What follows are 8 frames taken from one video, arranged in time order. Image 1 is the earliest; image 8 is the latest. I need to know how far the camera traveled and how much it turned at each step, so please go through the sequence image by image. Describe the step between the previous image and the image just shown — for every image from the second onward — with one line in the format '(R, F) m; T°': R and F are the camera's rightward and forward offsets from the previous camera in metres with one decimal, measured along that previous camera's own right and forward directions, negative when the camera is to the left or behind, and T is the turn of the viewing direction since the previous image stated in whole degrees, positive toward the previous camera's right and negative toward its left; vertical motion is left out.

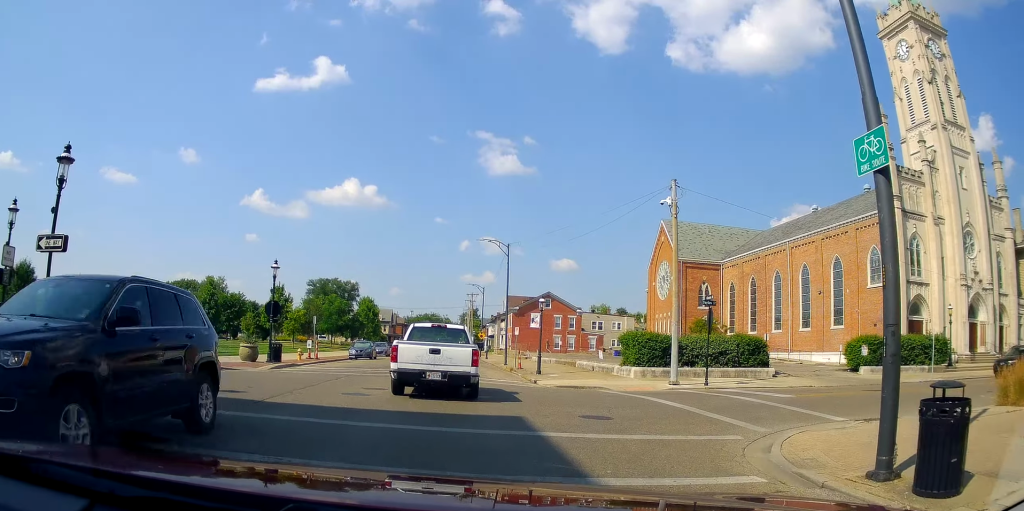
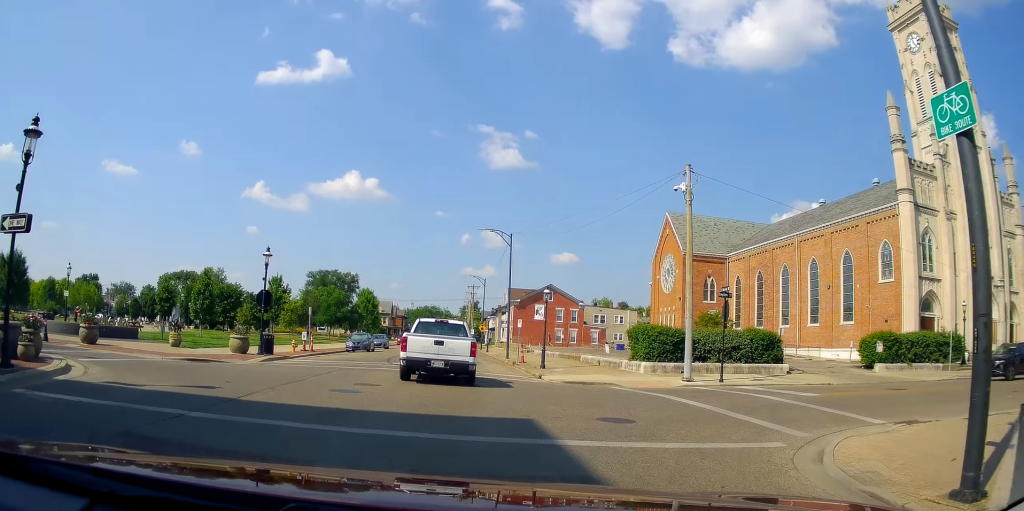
(+0.1, +1.5) m; -5°
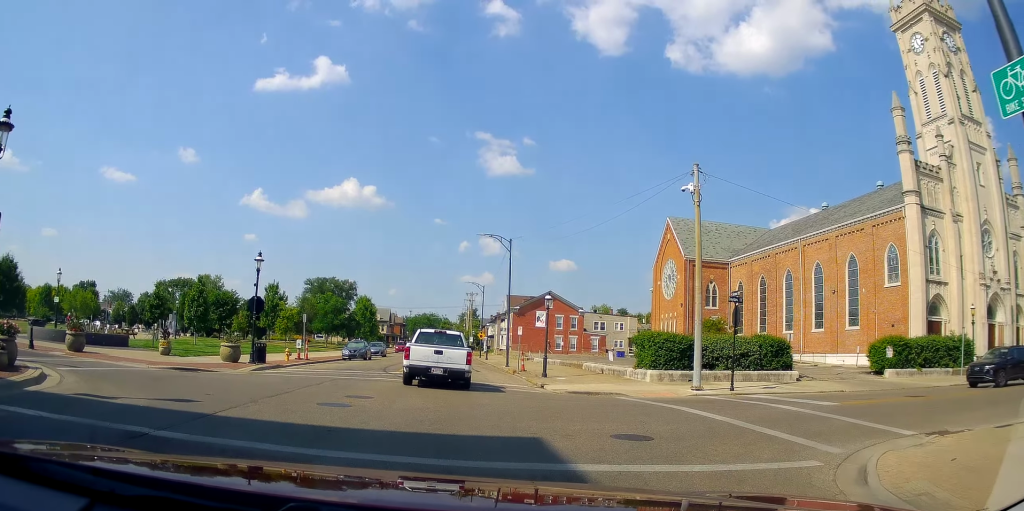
(+0.1, +1.1) m; -4°
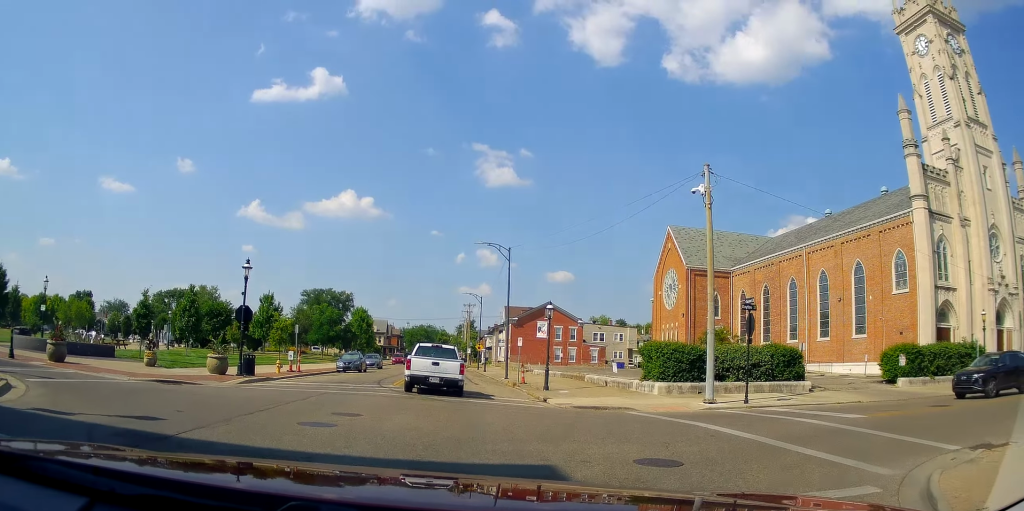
(-0.4, +1.4) m; -5°
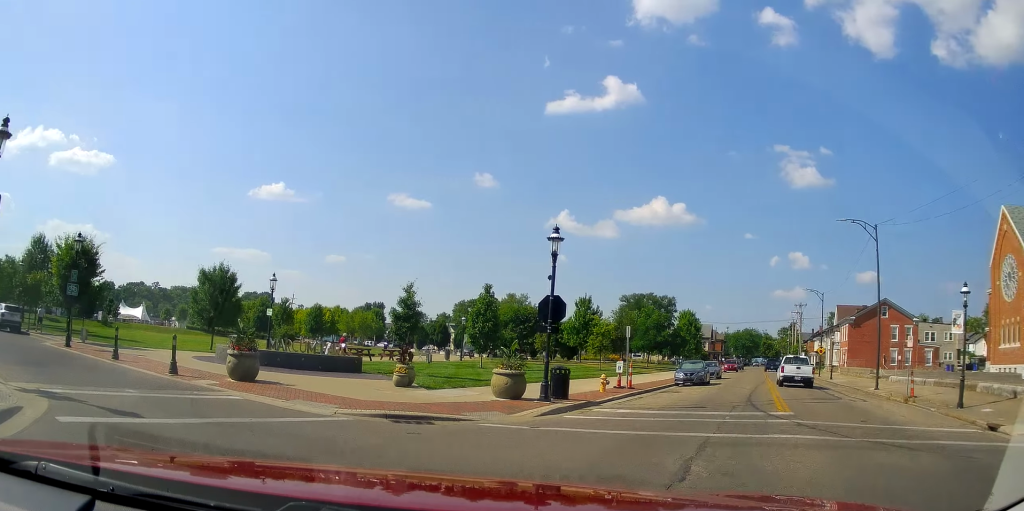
(-1.6, +7.9) m; -31°
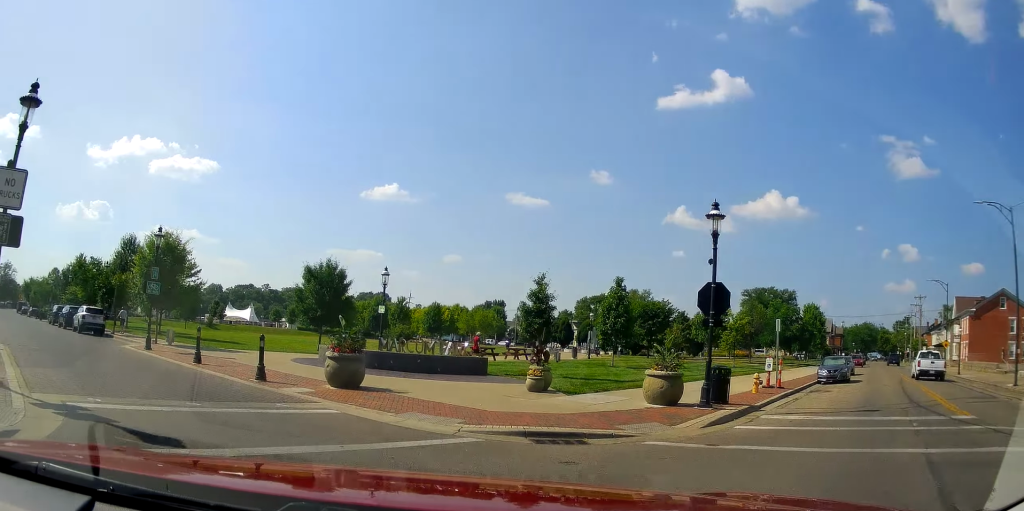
(+0.1, +2.4) m; -15°
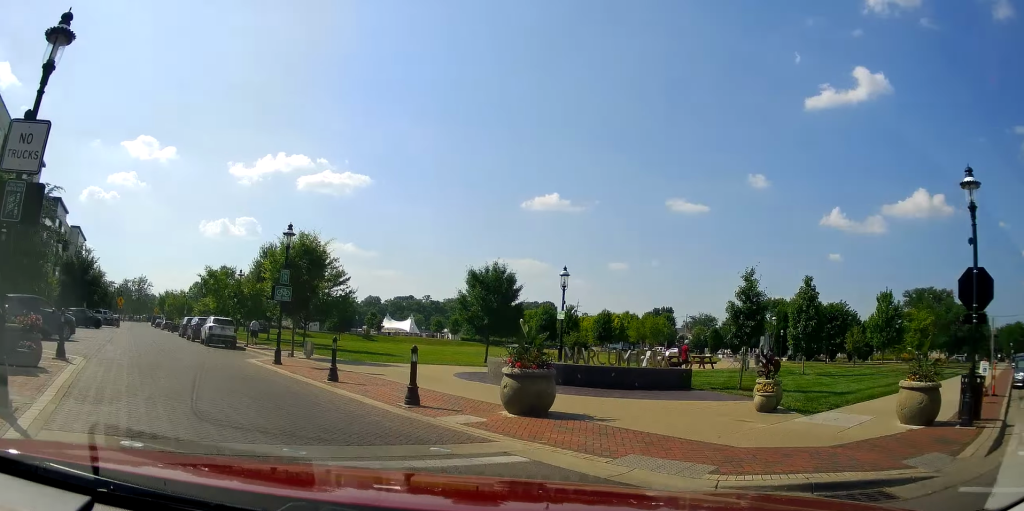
(-0.8, +3.3) m; -14°
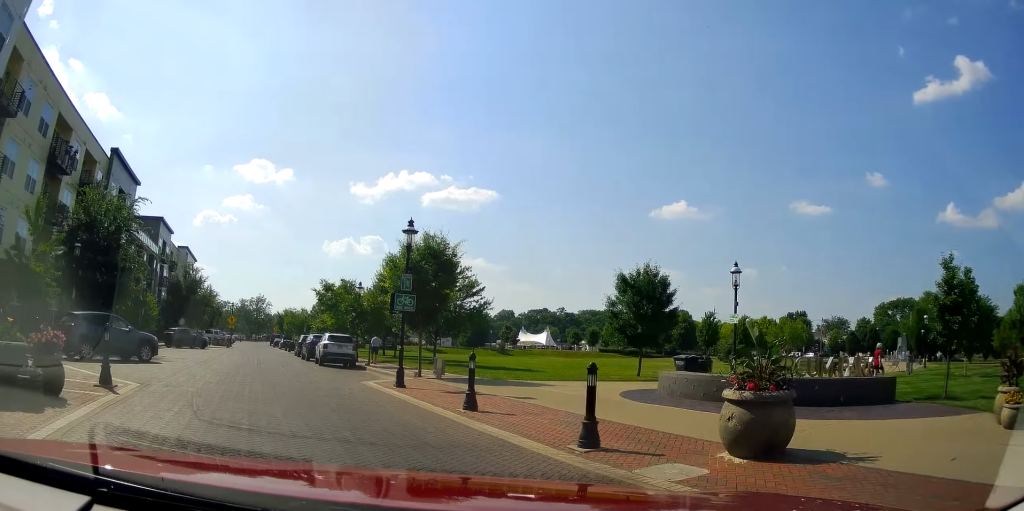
(-0.5, +3.4) m; -8°
